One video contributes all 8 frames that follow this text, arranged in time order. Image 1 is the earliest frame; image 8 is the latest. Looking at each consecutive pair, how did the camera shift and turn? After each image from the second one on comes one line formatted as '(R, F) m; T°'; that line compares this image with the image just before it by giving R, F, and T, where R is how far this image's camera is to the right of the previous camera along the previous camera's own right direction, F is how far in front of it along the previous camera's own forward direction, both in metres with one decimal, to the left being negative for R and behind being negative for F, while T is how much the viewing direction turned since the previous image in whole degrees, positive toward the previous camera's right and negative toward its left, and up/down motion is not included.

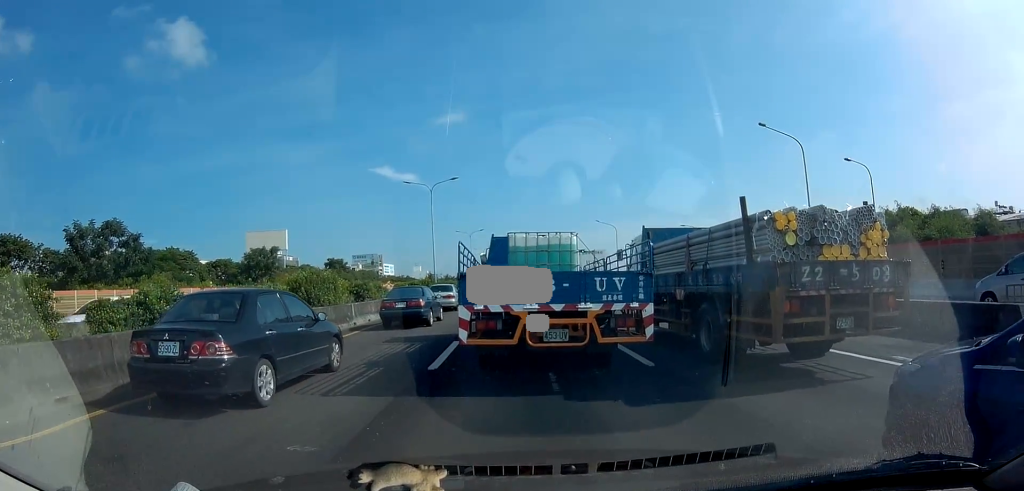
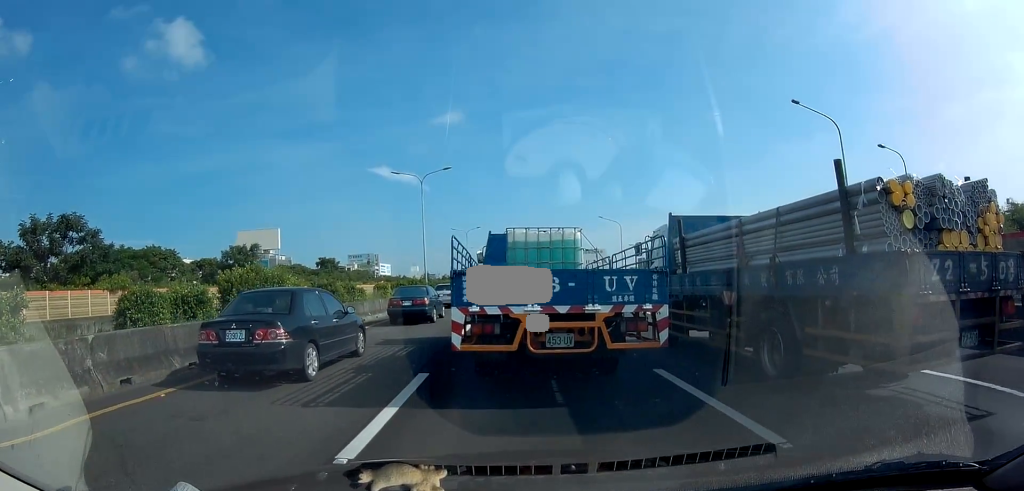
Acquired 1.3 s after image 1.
(0.0, +4.4) m; 0°
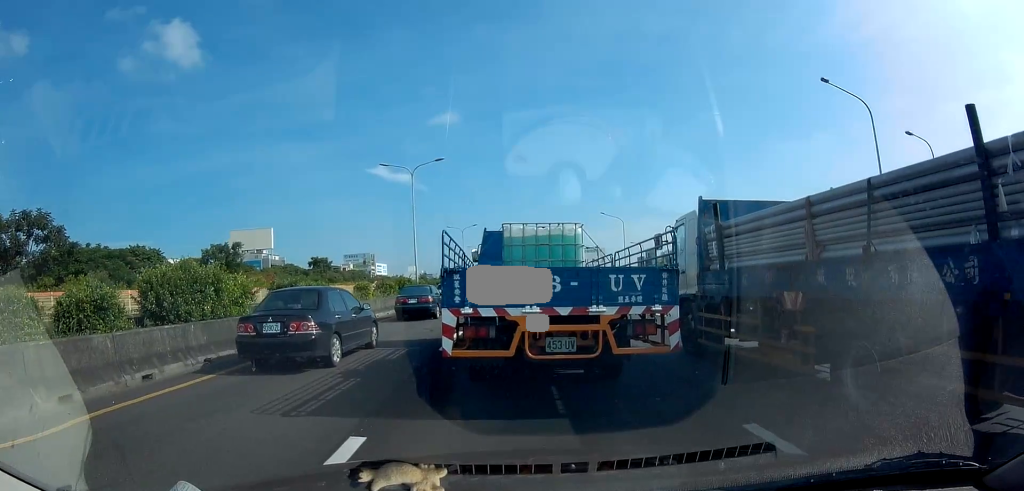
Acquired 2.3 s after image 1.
(0.0, +3.3) m; 0°
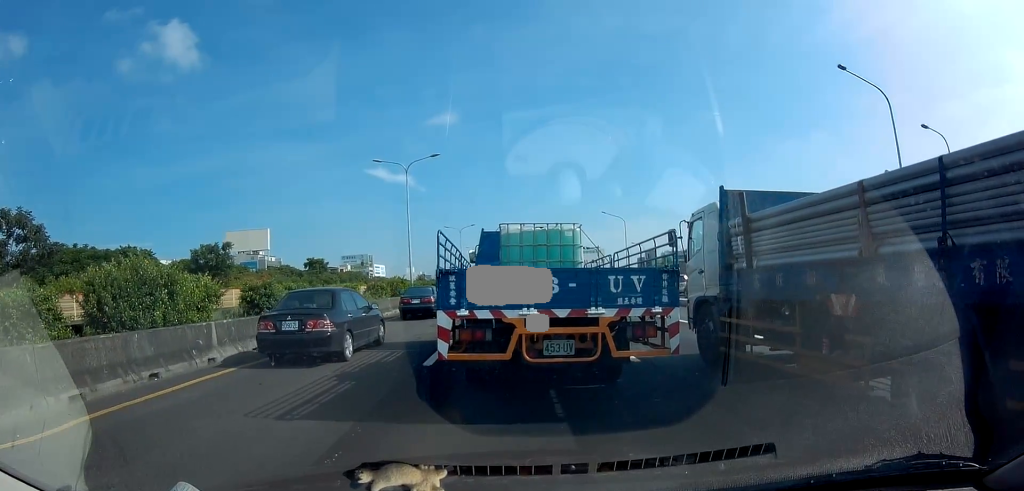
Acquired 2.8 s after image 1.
(0.0, +1.7) m; 0°
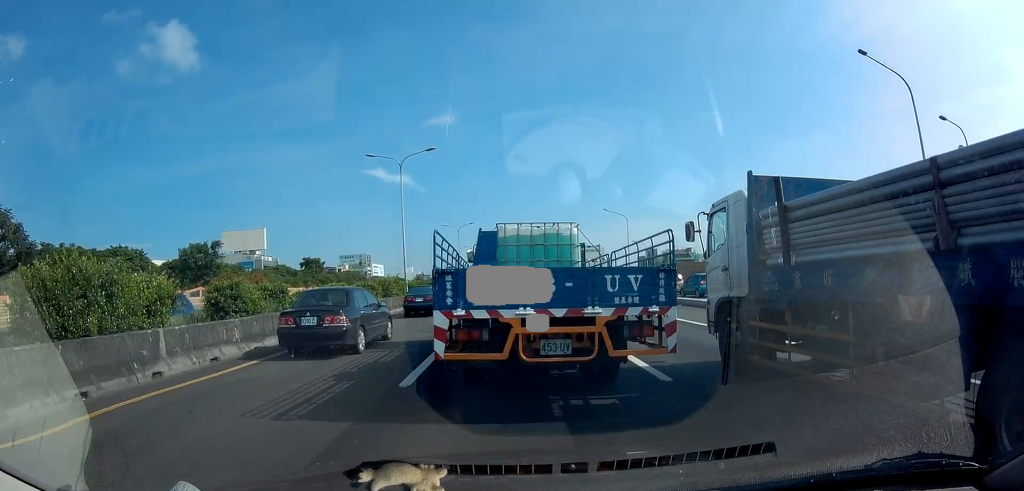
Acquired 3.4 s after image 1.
(0.0, +1.8) m; 0°
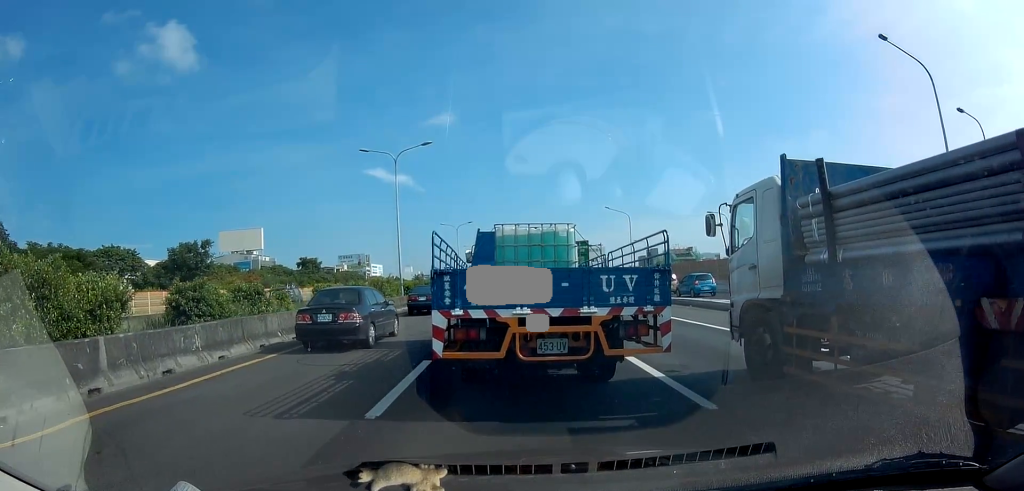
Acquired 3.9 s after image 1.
(0.0, +1.6) m; 0°
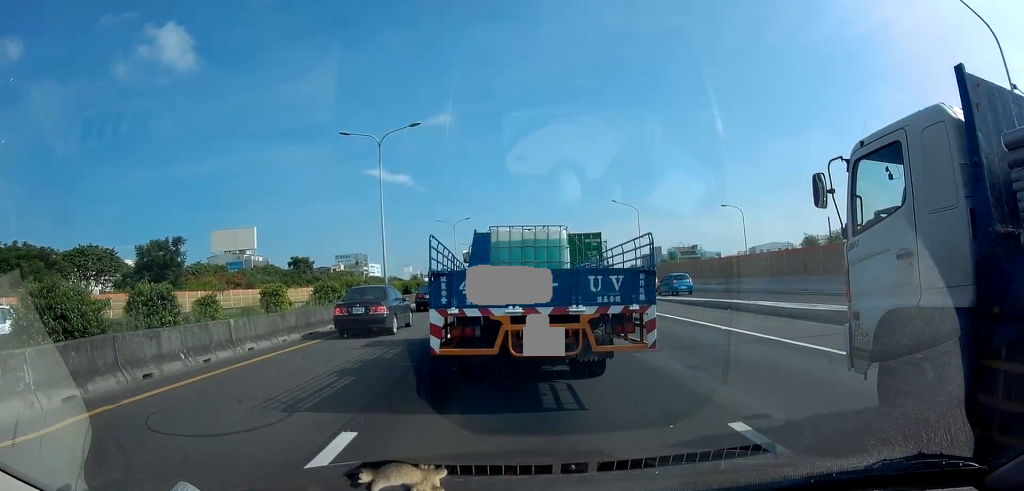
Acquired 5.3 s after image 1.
(0.0, +4.5) m; 0°
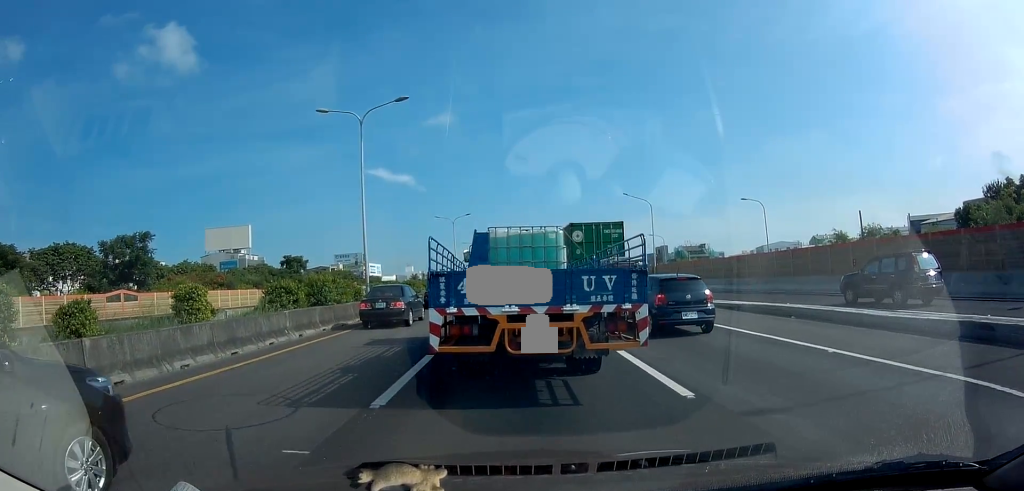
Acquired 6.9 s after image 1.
(0.0, +4.8) m; 0°
